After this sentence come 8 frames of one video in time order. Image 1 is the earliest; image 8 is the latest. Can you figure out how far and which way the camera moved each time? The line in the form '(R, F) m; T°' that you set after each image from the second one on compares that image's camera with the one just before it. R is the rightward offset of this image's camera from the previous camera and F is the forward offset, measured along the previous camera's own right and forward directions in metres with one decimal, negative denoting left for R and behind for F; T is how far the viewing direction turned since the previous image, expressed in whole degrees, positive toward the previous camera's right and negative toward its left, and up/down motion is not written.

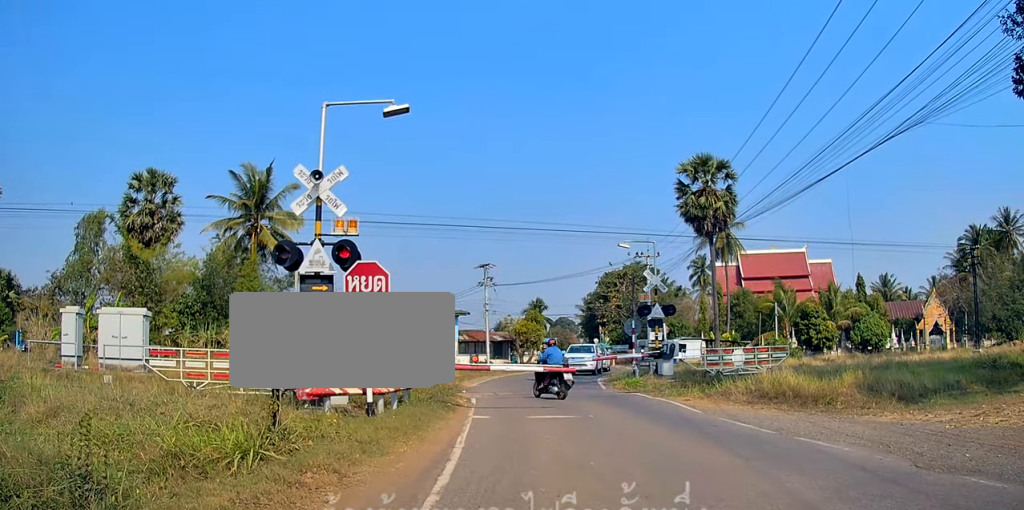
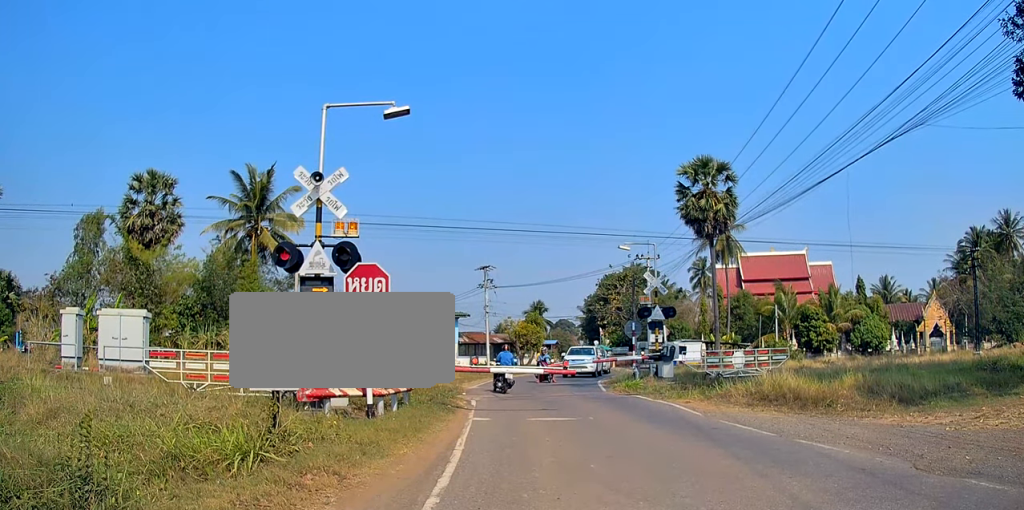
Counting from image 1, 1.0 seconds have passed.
(+0.1, +0.1) m; 0°
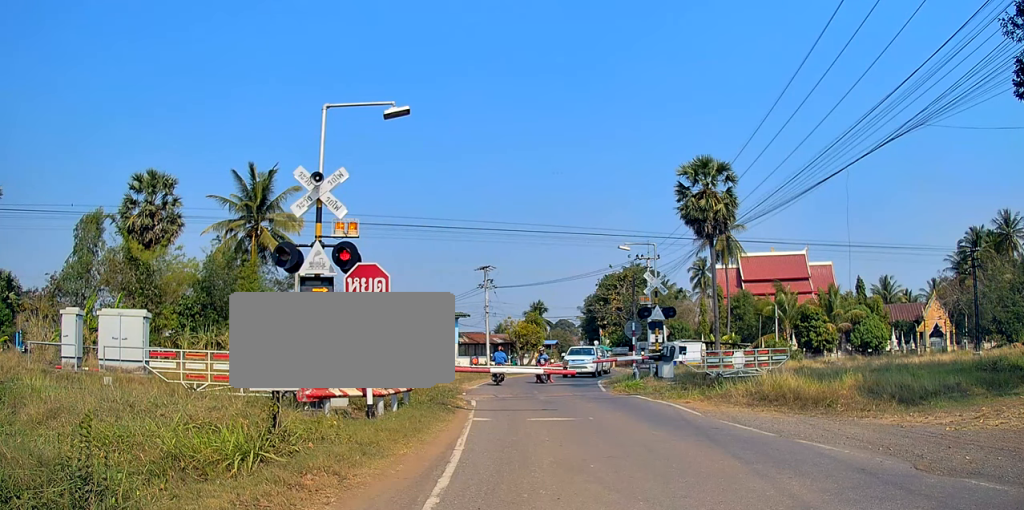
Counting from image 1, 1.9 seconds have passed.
(+0.1, +0.1) m; 0°
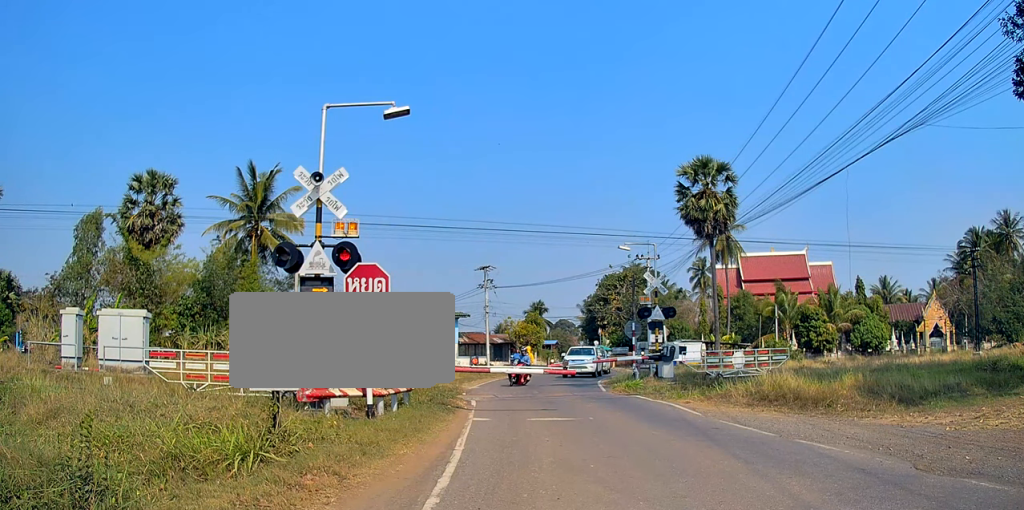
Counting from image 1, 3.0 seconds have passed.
(0.0, 0.0) m; 0°
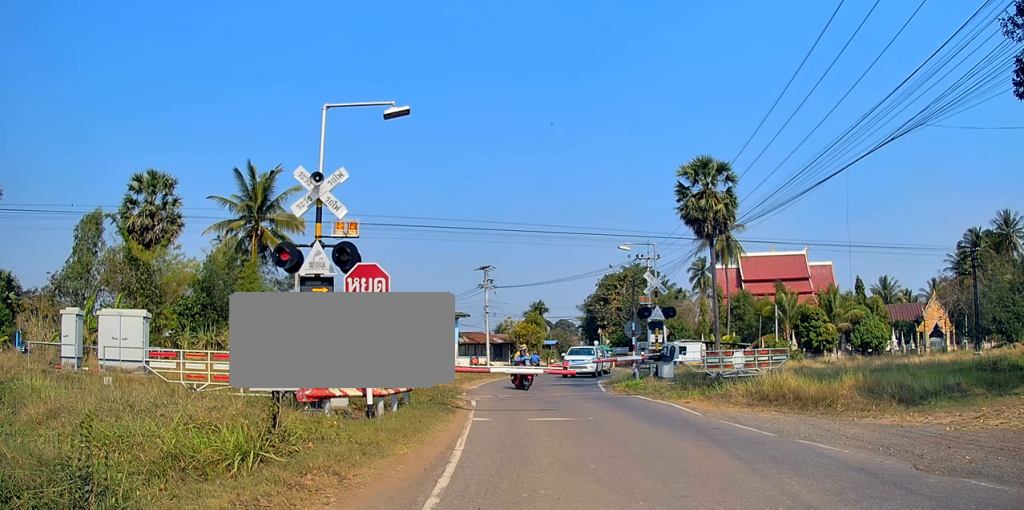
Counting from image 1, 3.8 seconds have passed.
(0.0, 0.0) m; 0°
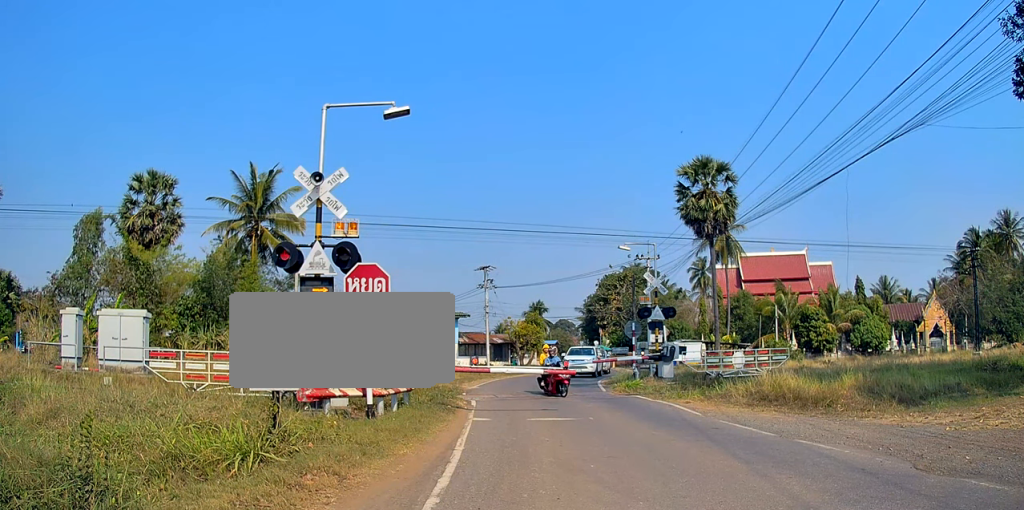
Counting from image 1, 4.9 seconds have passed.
(0.0, 0.0) m; 0°
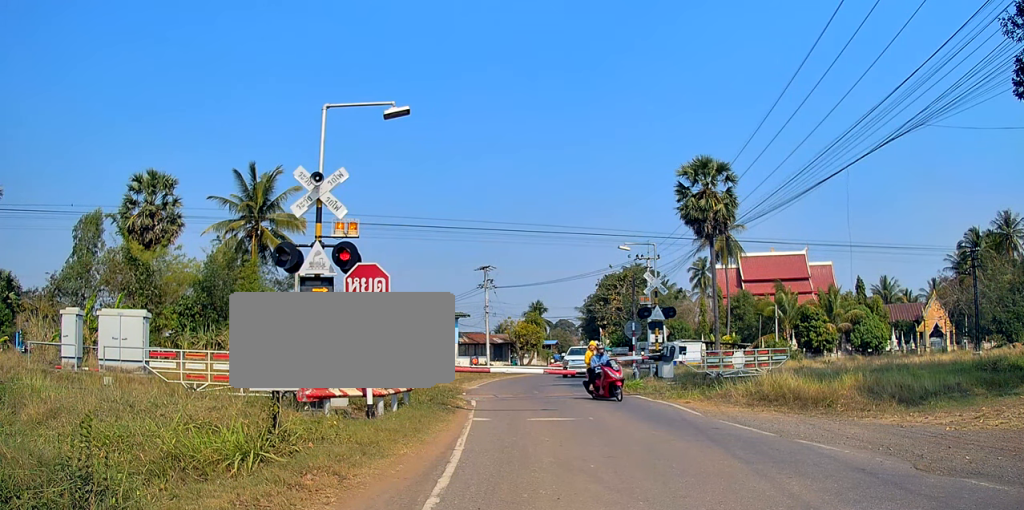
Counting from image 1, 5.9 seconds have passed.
(0.0, 0.0) m; 0°
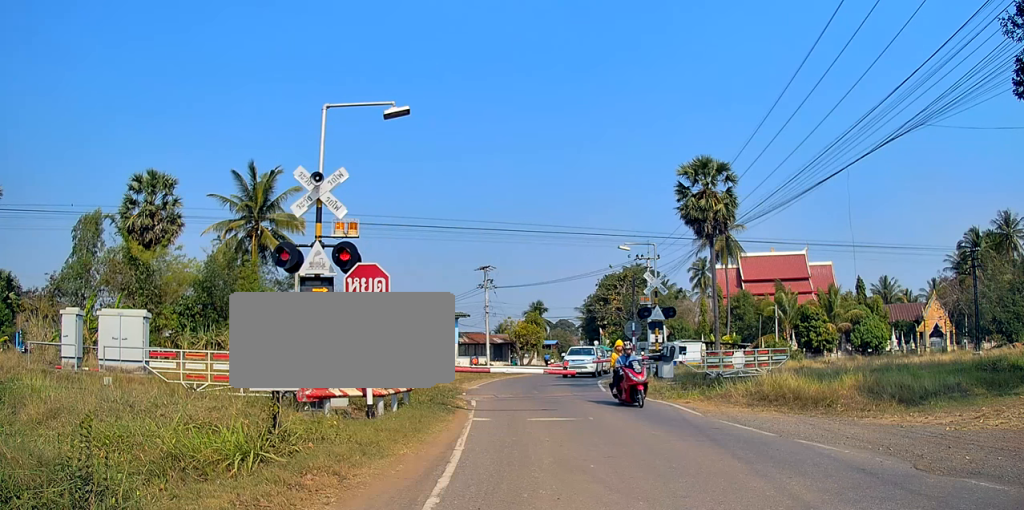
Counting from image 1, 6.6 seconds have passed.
(0.0, 0.0) m; 0°
